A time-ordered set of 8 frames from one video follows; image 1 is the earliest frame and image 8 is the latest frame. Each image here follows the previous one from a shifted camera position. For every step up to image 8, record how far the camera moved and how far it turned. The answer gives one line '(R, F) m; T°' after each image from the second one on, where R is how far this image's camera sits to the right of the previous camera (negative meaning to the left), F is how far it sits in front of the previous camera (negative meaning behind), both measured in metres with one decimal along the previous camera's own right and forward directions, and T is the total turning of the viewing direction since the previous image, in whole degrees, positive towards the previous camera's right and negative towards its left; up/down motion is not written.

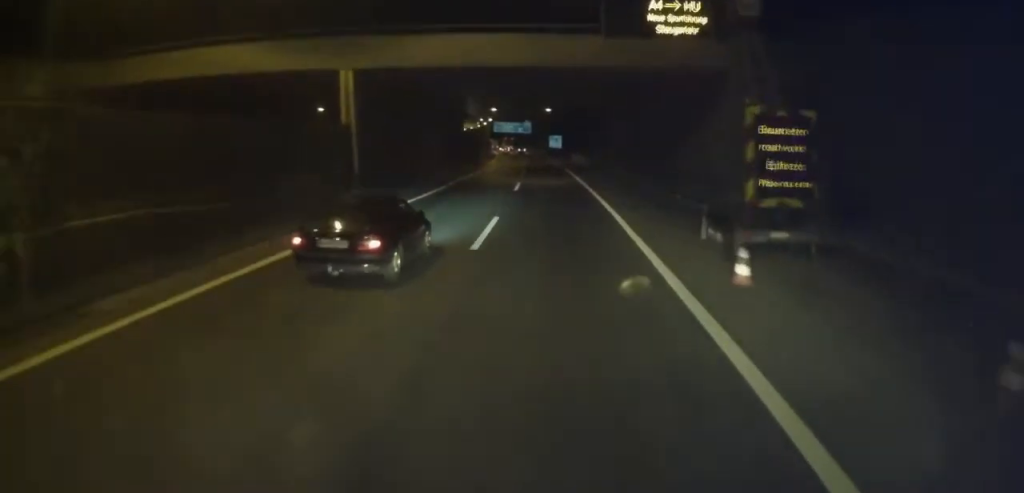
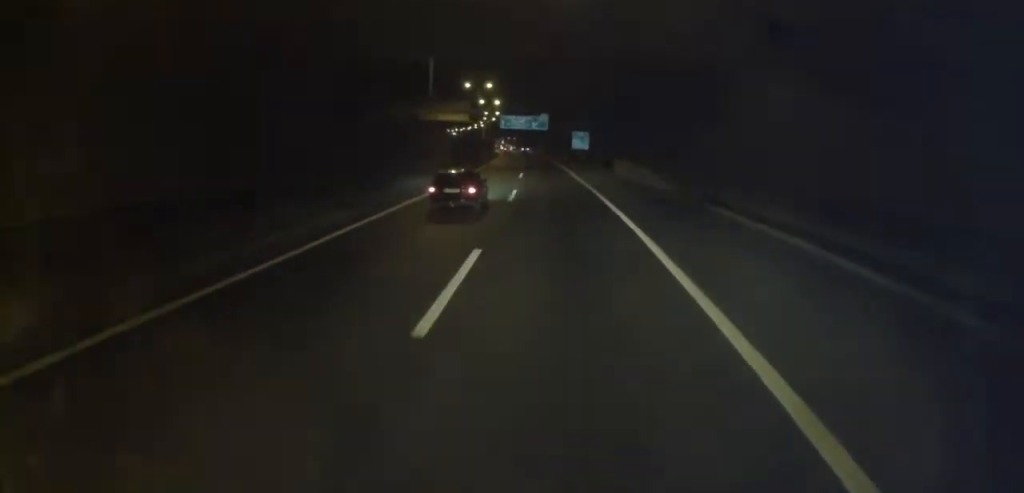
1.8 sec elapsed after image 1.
(-0.2, +42.1) m; -1°
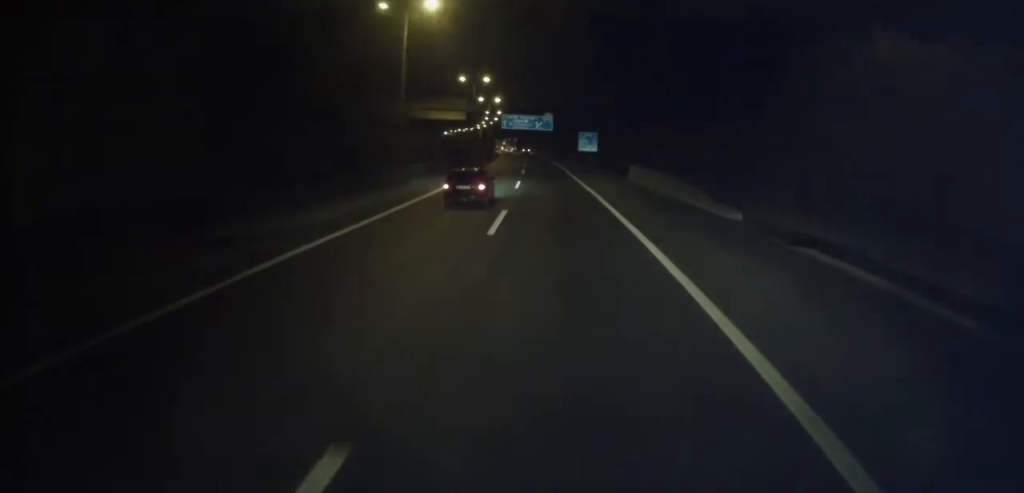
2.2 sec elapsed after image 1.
(+0.1, +9.1) m; -1°
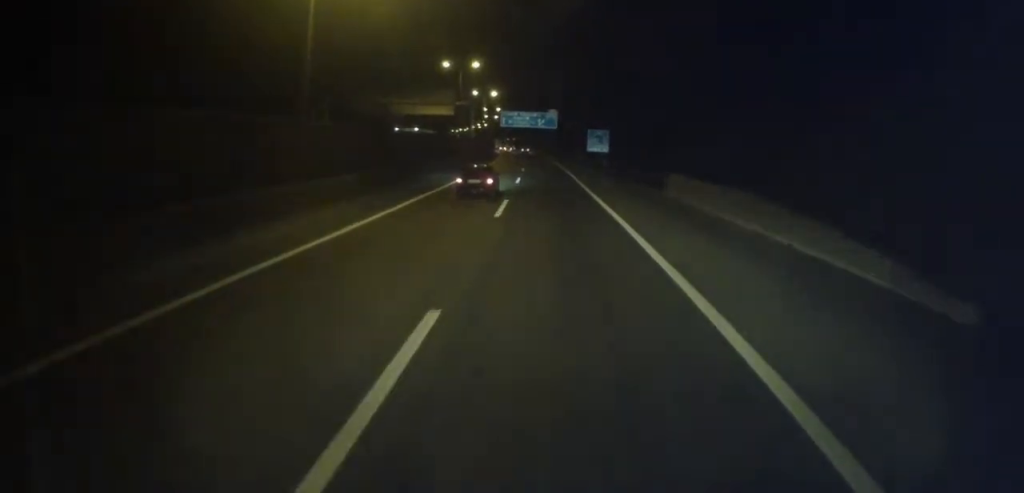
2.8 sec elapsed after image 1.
(-0.2, +13.6) m; 0°
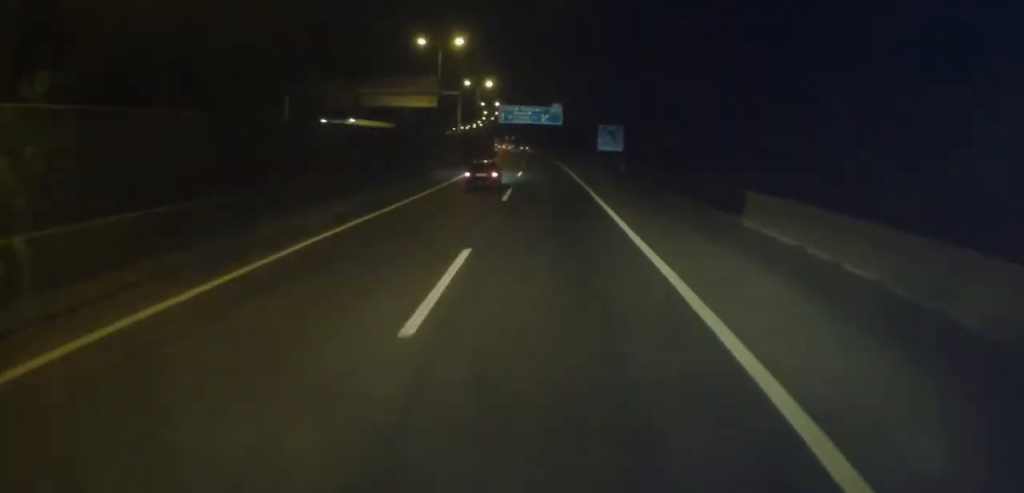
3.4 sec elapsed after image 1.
(-0.4, +12.9) m; 0°
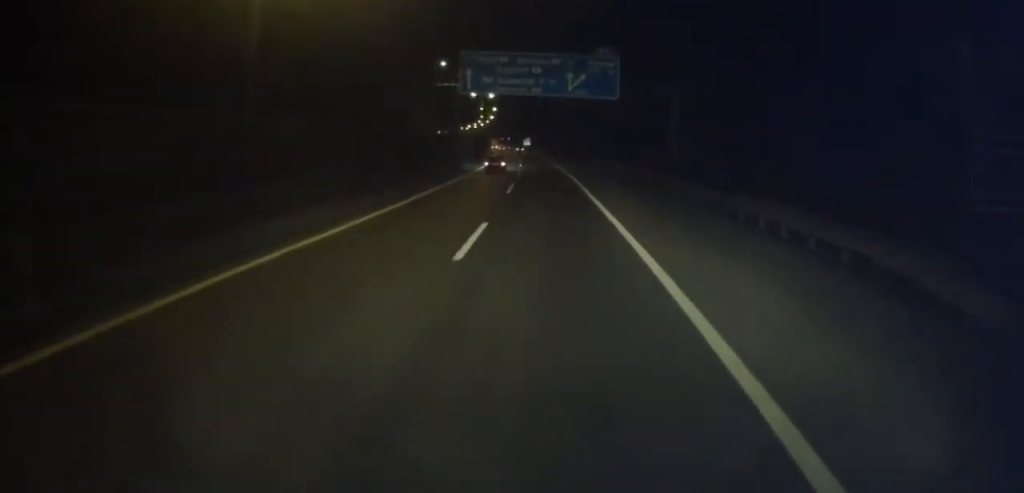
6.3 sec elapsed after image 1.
(-3.0, +66.6) m; -5°
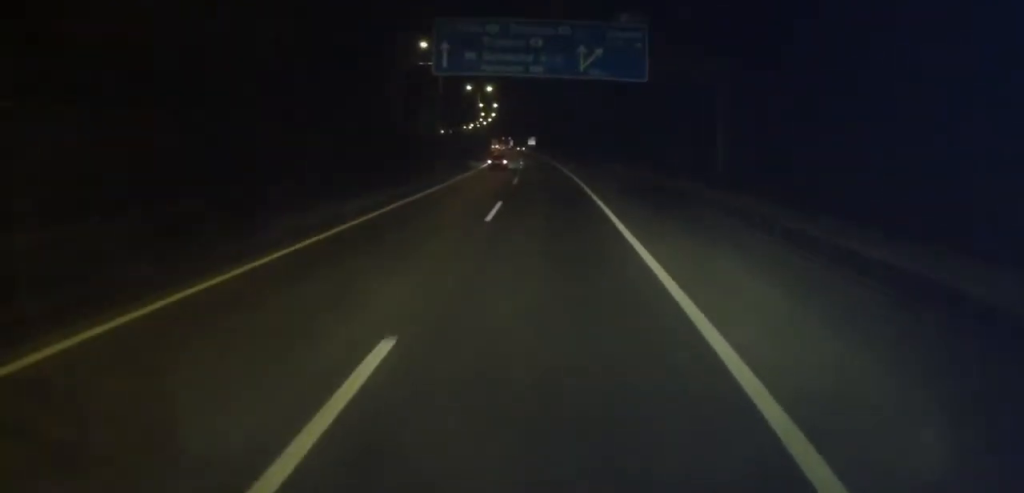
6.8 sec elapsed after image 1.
(-0.1, +11.5) m; 0°
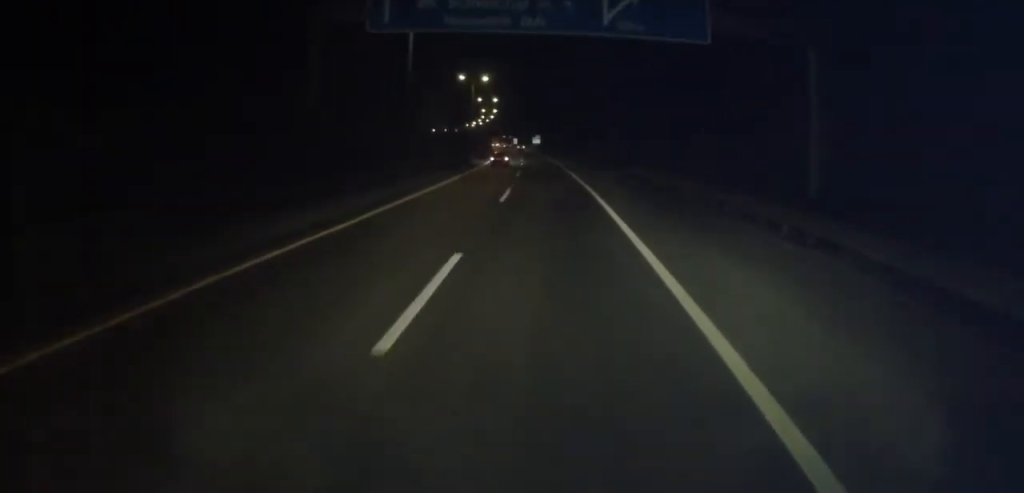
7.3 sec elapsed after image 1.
(-0.1, +12.2) m; 0°
